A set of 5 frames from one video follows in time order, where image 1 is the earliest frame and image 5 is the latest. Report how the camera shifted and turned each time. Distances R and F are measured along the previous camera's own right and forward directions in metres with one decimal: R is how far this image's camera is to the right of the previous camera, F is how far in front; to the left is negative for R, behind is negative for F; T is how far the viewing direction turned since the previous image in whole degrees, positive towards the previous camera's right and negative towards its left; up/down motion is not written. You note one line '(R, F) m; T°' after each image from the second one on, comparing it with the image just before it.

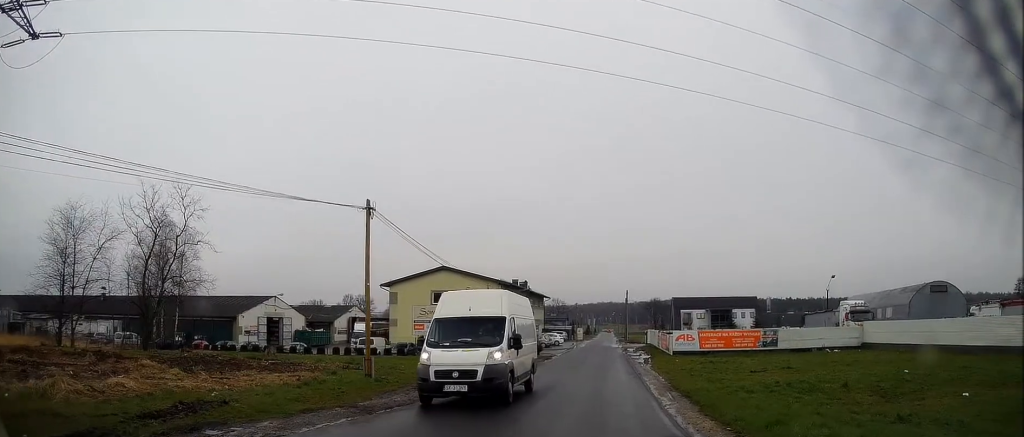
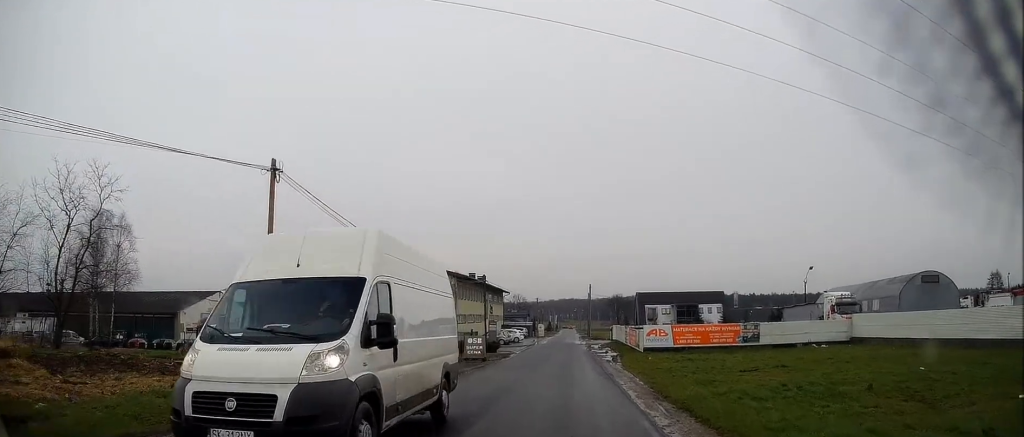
(+0.3, +4.4) m; +5°
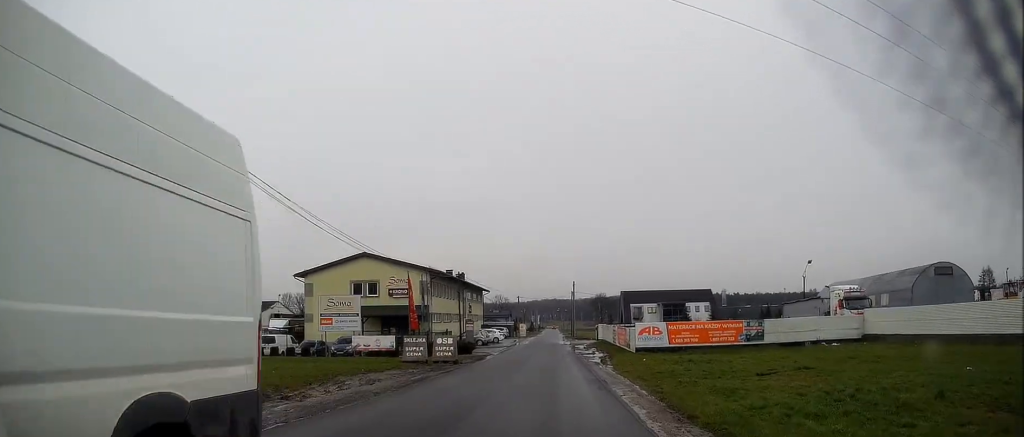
(+0.1, +4.5) m; 0°
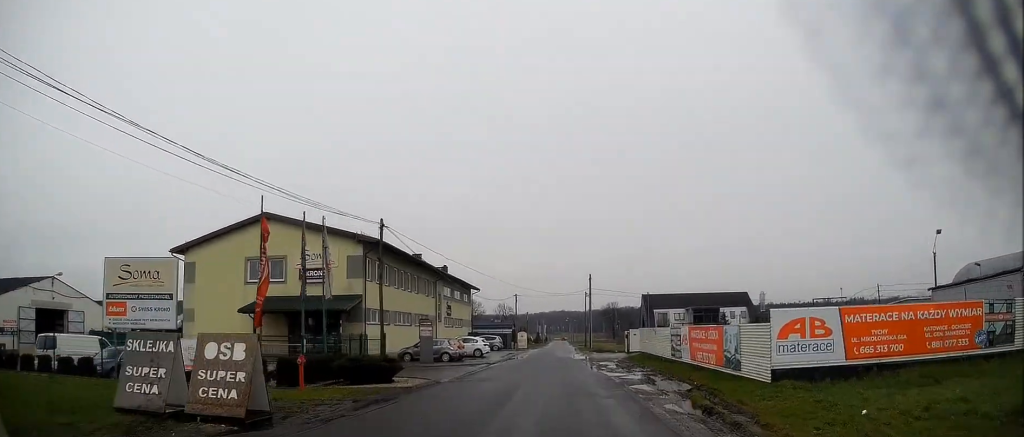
(+0.5, +23.3) m; +2°
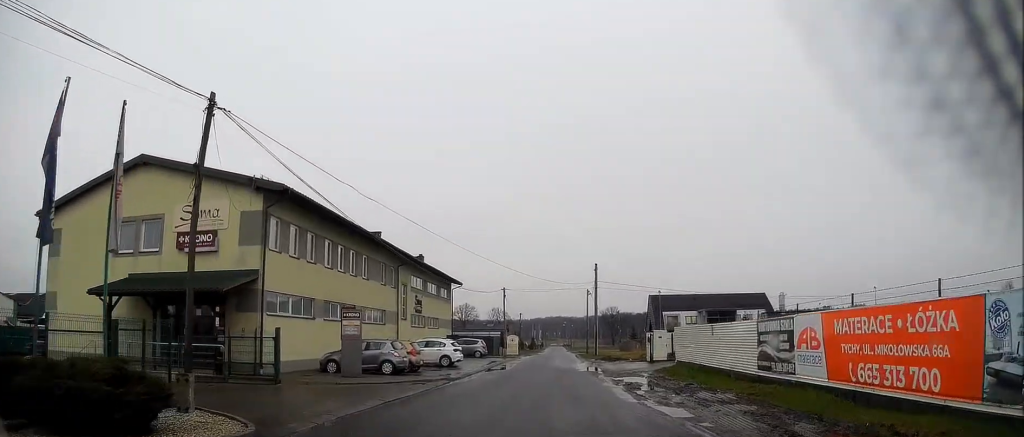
(-0.3, +13.4) m; -1°
